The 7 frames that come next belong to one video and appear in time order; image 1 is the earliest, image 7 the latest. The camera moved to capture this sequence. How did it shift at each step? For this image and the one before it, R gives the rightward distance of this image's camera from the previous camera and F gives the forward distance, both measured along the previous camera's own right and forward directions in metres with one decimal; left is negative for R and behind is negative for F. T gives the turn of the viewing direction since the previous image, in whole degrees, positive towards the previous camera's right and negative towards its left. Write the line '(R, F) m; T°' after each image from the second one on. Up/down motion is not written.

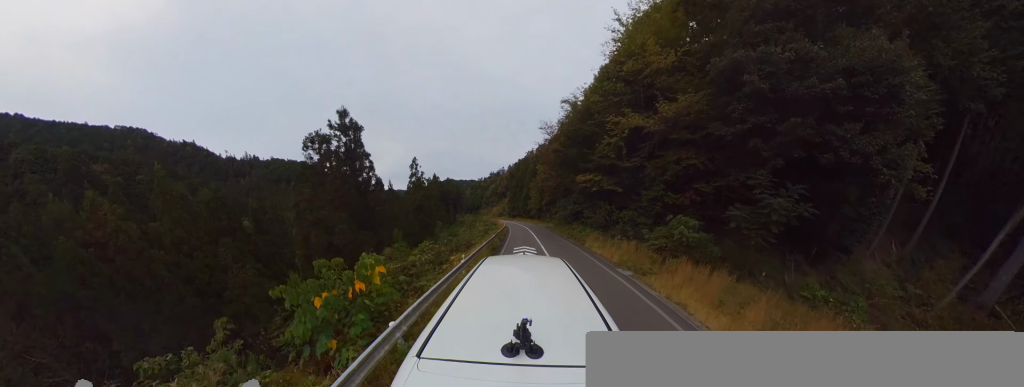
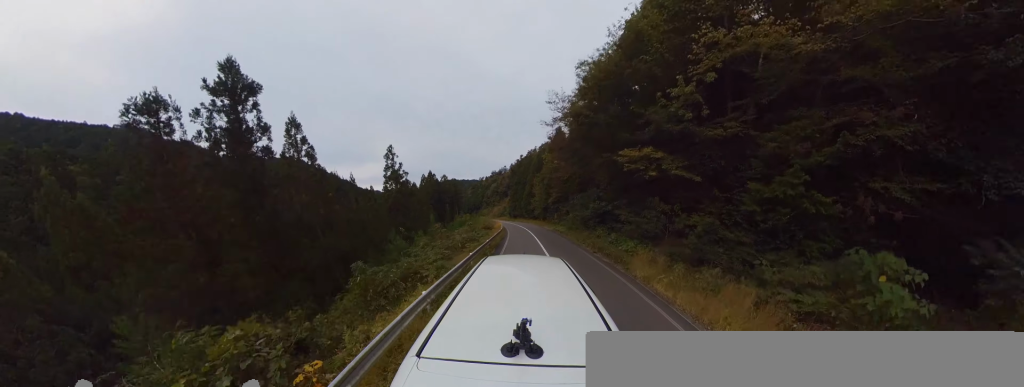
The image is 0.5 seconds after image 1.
(-0.1, +6.3) m; 0°
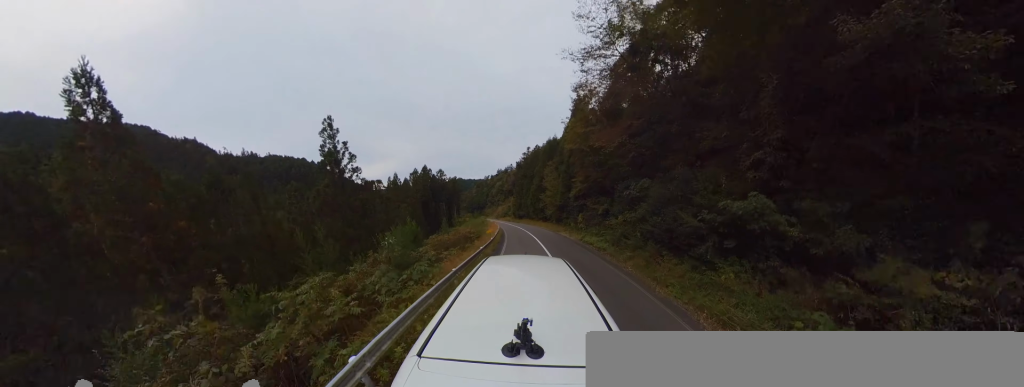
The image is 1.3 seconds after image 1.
(0.0, +10.2) m; -5°
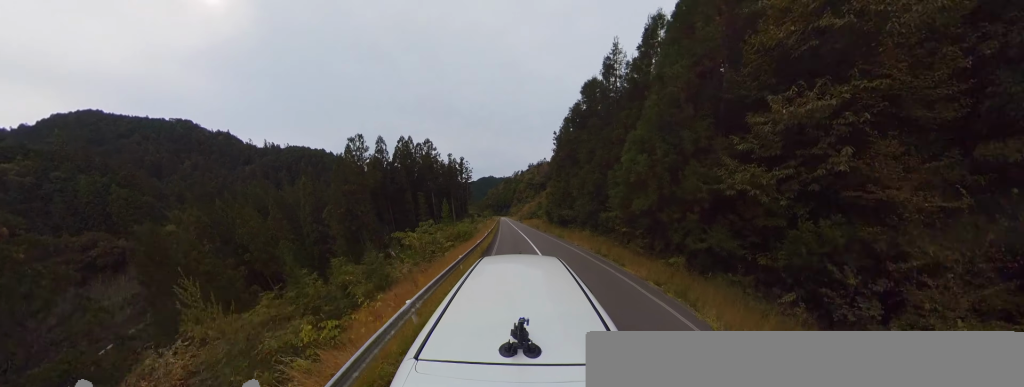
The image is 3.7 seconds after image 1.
(-5.0, +30.2) m; -19°
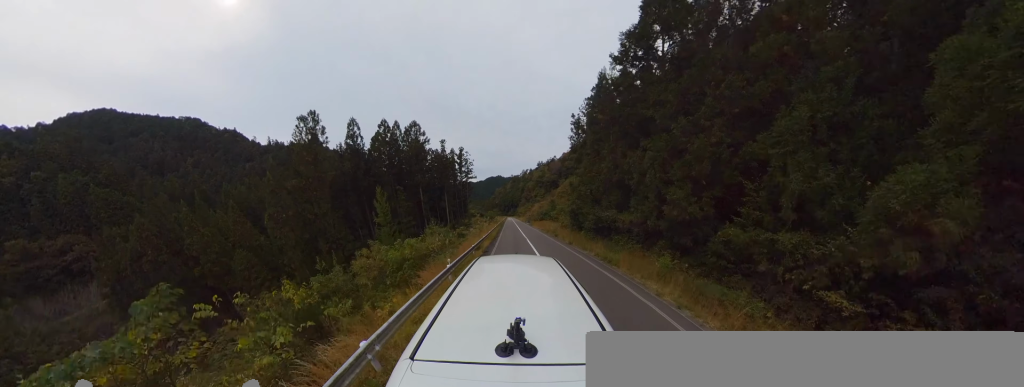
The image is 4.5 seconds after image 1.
(-1.3, +9.3) m; -1°
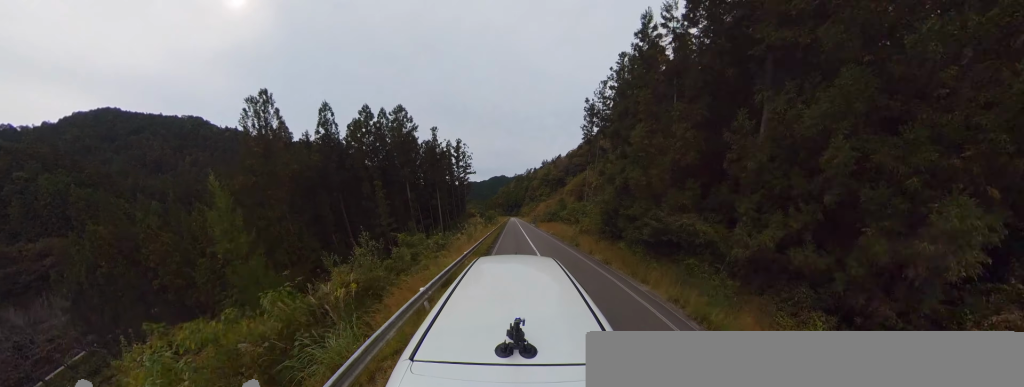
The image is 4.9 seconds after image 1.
(-0.3, +5.7) m; +2°
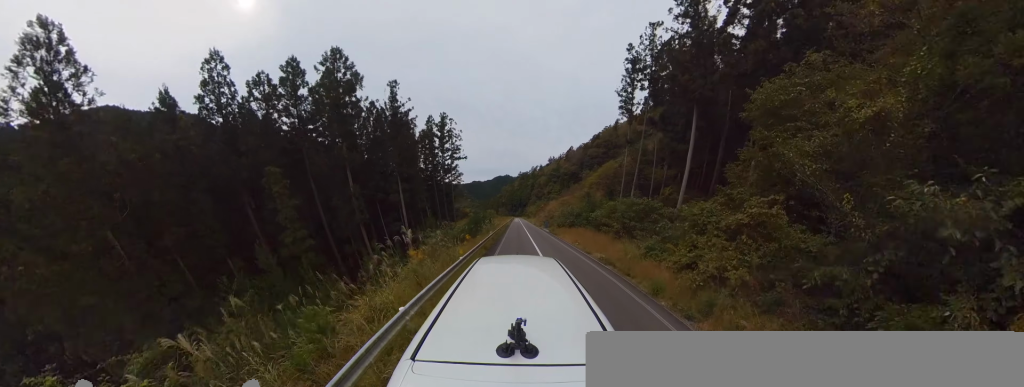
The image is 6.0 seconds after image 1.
(+1.7, +12.6) m; +9°
